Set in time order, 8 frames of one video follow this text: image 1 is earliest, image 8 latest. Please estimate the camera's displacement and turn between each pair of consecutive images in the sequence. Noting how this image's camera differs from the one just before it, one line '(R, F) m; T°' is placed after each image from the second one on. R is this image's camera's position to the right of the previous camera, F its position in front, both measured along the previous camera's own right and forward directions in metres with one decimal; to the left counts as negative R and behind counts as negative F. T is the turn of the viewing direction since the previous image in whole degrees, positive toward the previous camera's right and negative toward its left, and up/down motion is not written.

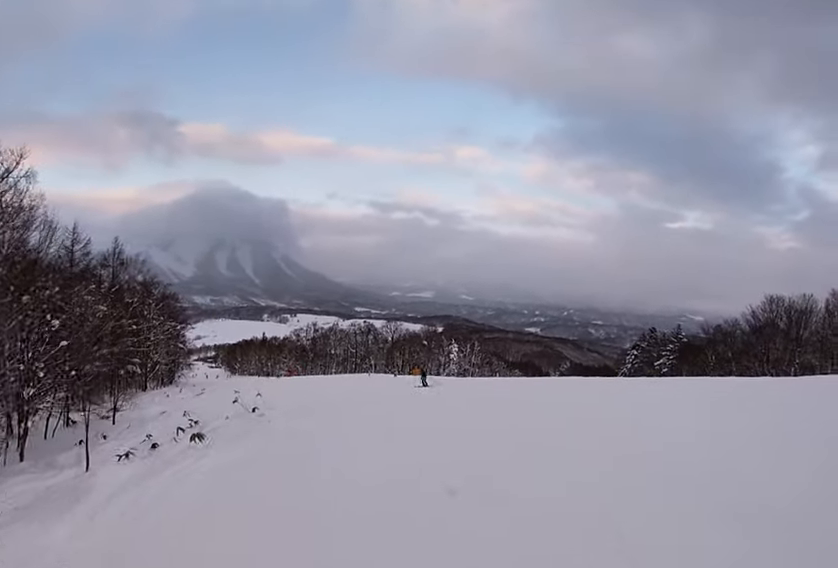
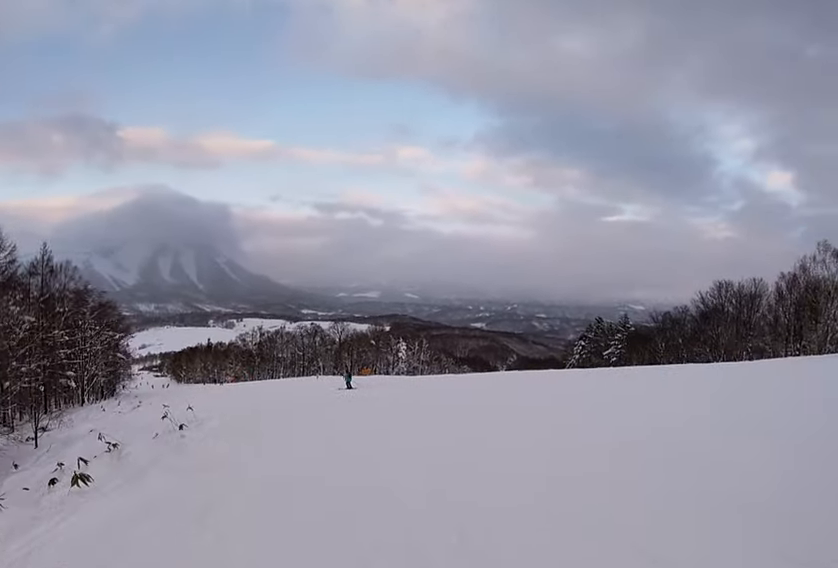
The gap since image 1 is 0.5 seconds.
(-0.5, +2.1) m; +1°
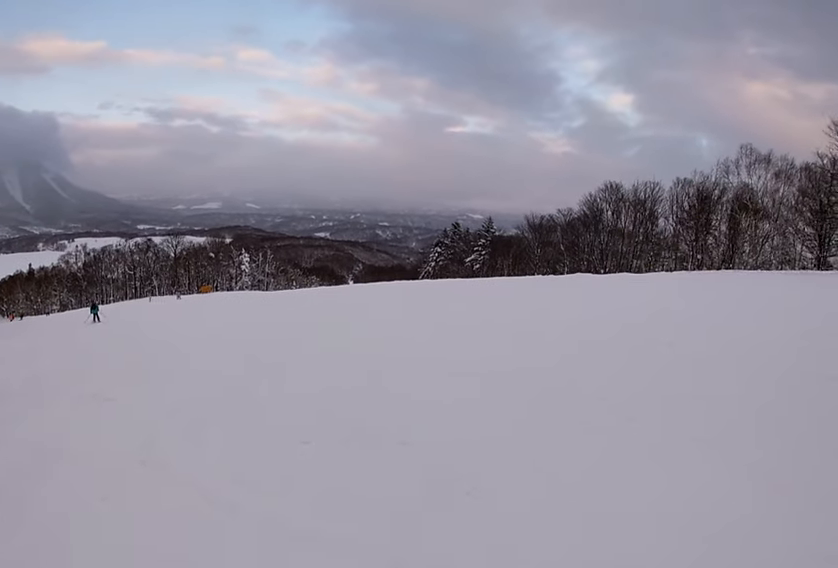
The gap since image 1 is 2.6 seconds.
(+3.0, +8.8) m; +32°
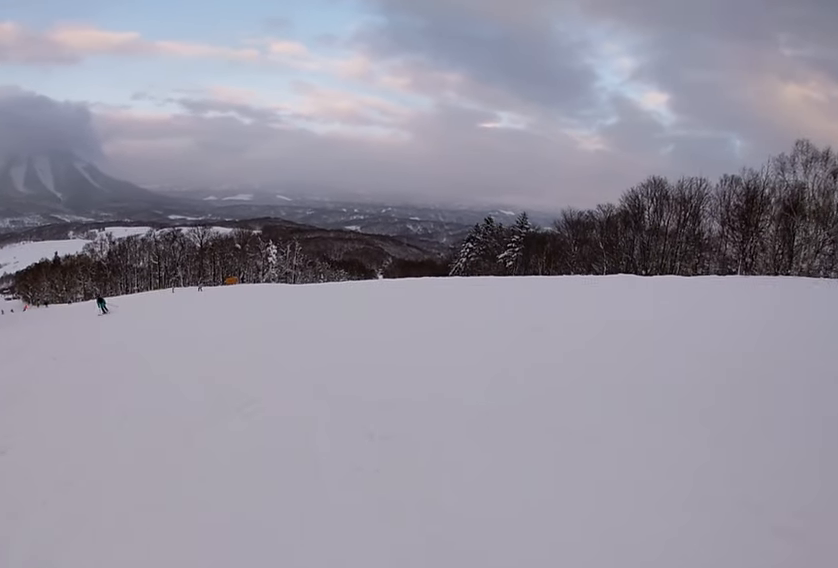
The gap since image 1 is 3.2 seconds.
(+0.4, +2.8) m; -6°
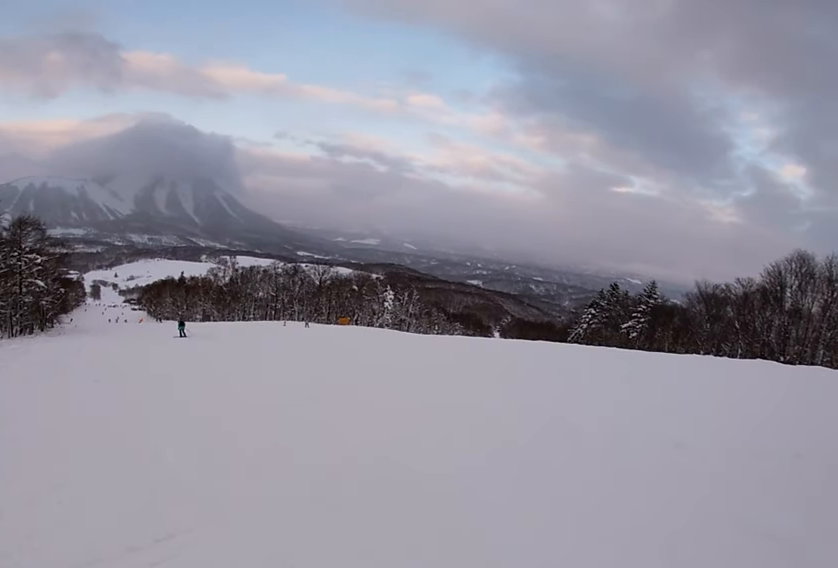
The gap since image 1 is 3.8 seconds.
(0.0, +3.3) m; -14°
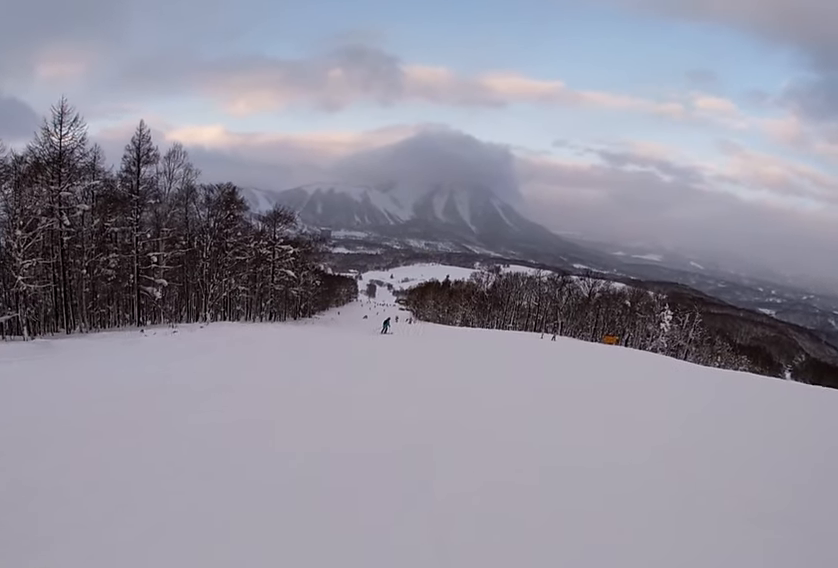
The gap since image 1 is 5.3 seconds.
(-3.2, +6.1) m; -42°
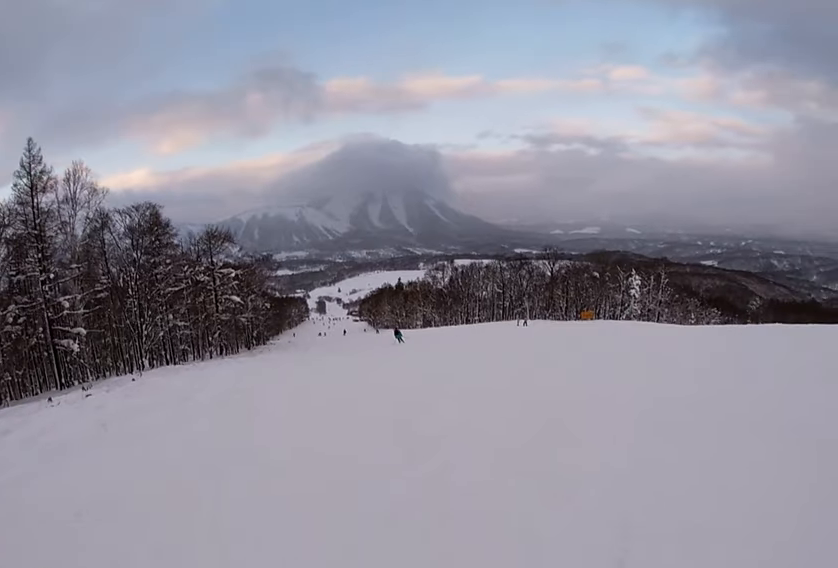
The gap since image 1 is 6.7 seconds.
(-0.3, +8.2) m; +17°
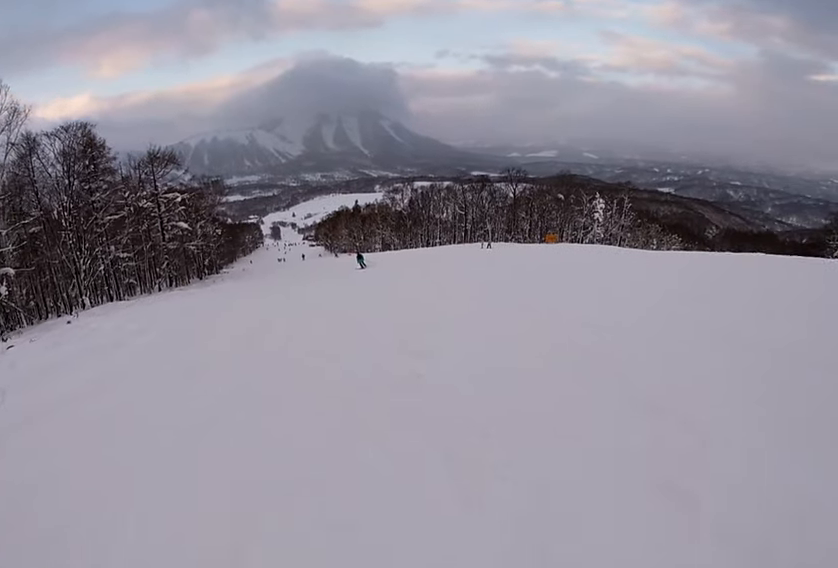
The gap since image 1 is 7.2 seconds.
(+0.9, +2.7) m; +4°
